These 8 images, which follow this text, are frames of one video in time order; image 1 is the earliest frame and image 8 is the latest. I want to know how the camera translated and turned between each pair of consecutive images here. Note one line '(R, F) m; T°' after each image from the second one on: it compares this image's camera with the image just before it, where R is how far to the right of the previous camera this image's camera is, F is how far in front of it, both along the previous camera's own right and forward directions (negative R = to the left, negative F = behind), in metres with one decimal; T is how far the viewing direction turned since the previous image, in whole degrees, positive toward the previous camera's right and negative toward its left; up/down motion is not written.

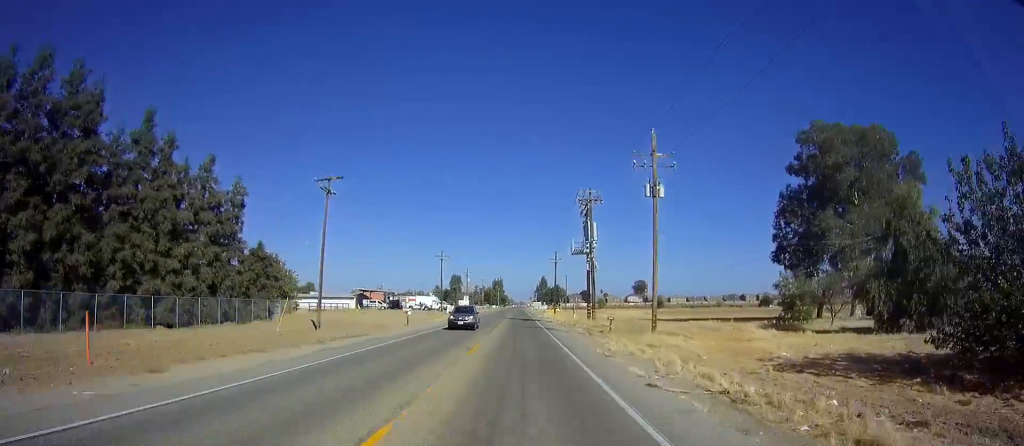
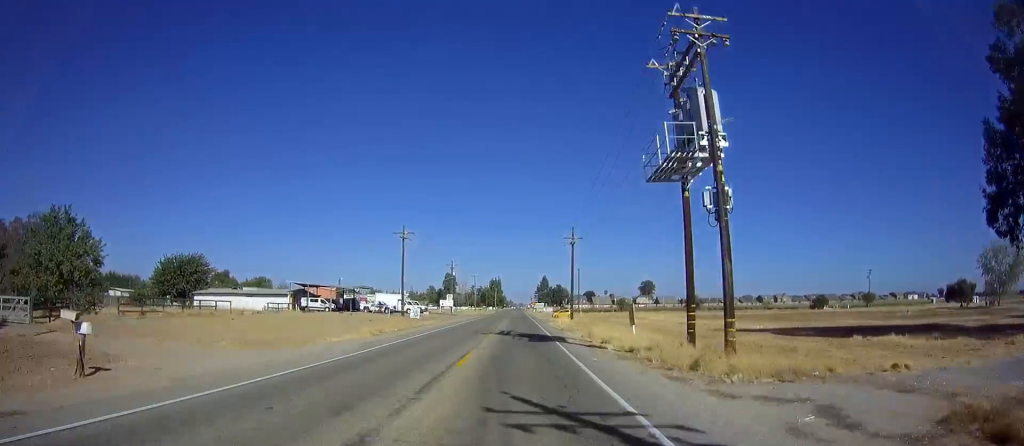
(0.0, +32.5) m; 0°
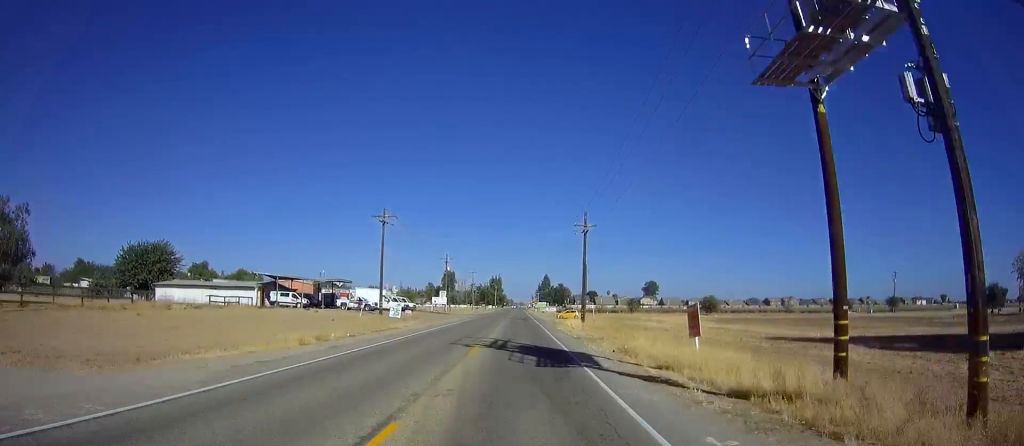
(0.0, +10.8) m; 0°
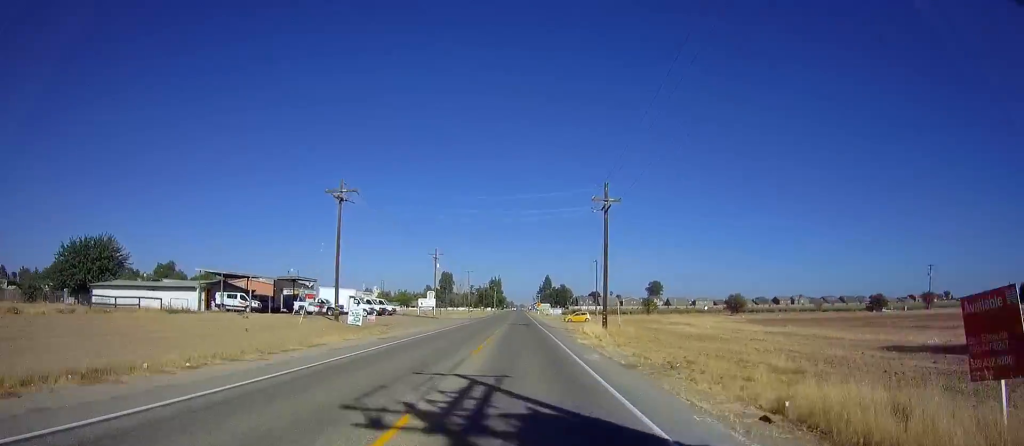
(0.0, +13.9) m; 0°
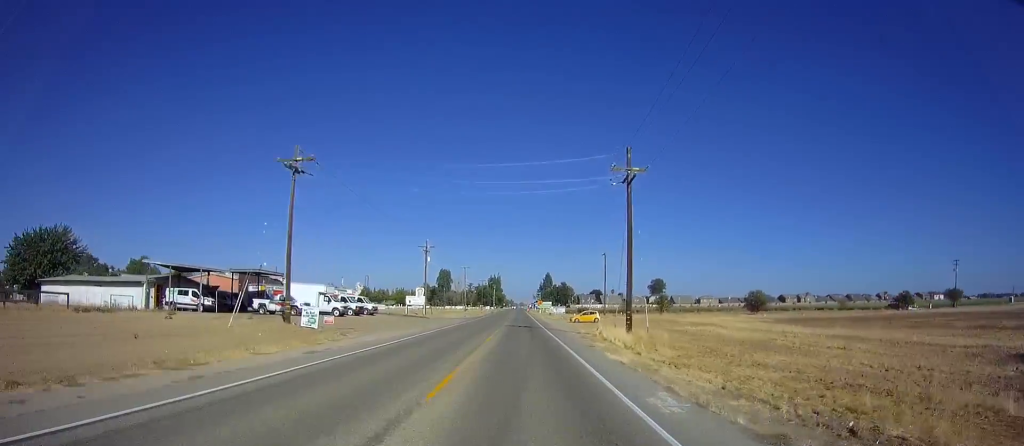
(0.0, +9.2) m; 0°
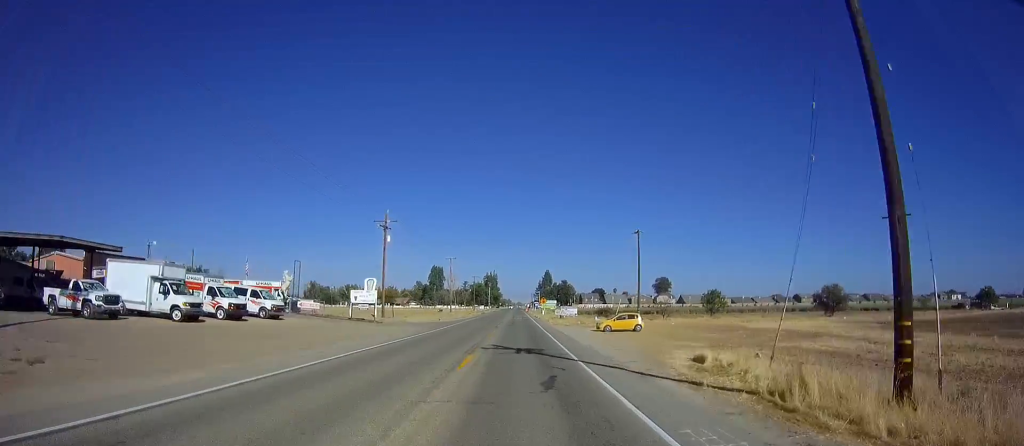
(0.0, +24.3) m; 0°
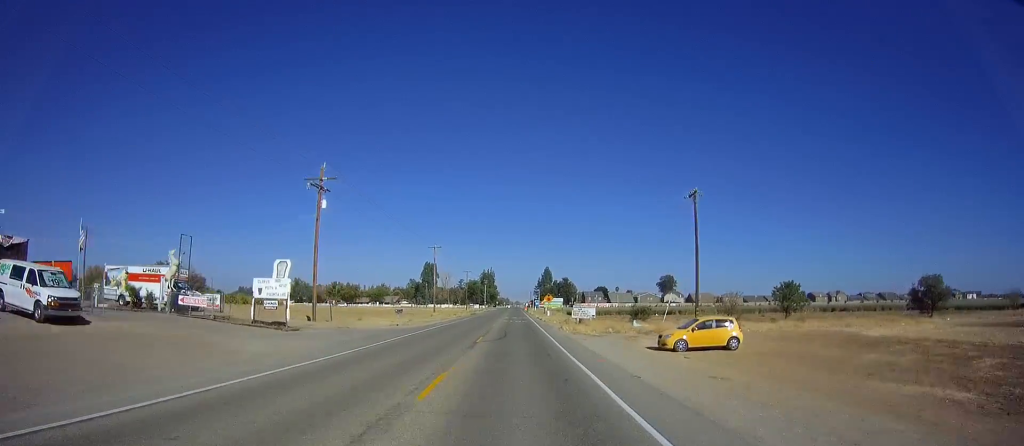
(0.0, +19.7) m; +1°
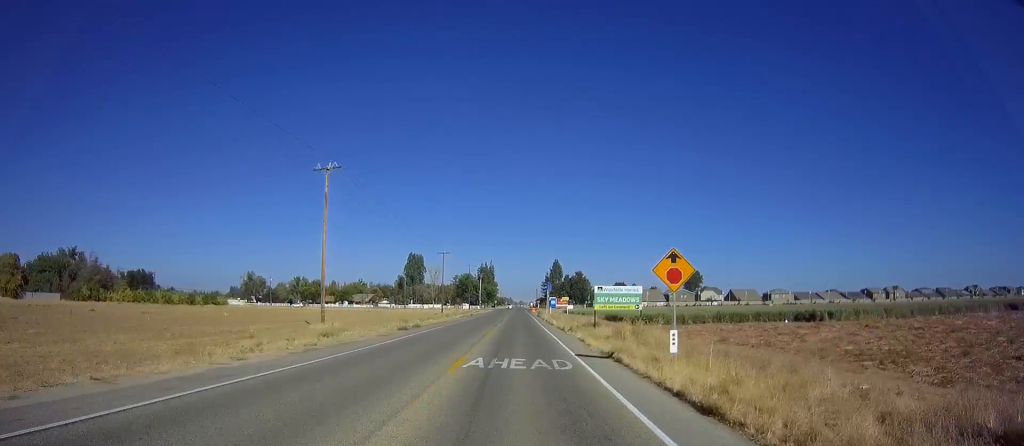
(-0.1, +55.0) m; -1°
